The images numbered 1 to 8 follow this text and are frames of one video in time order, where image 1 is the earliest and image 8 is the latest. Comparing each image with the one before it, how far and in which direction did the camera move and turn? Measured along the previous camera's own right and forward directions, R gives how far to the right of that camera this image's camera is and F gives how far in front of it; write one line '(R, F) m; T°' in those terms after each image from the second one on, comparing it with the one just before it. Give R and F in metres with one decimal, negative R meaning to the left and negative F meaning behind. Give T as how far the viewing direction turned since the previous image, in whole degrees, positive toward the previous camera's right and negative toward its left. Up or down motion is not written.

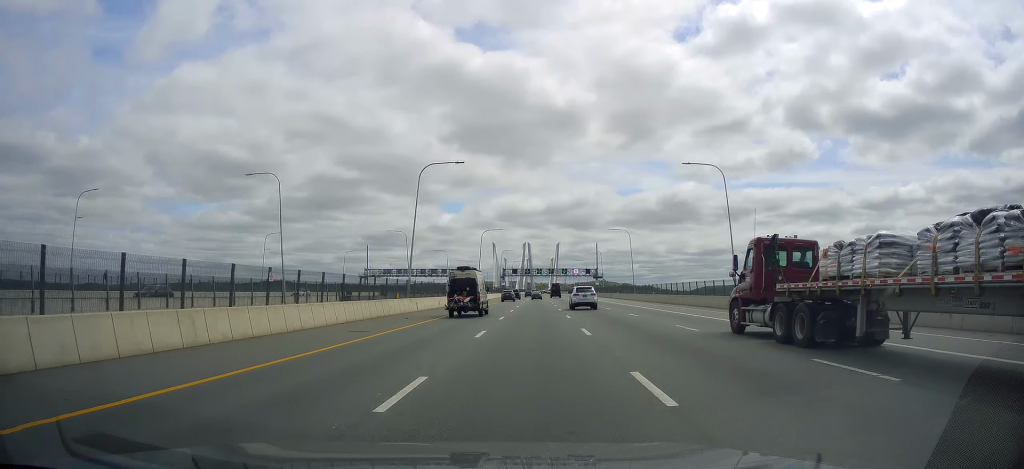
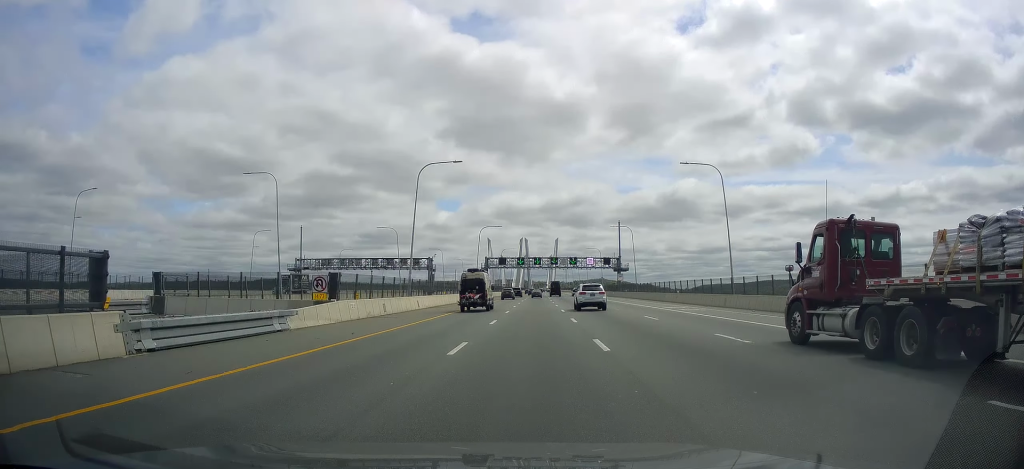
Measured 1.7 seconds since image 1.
(-0.4, +53.8) m; -1°
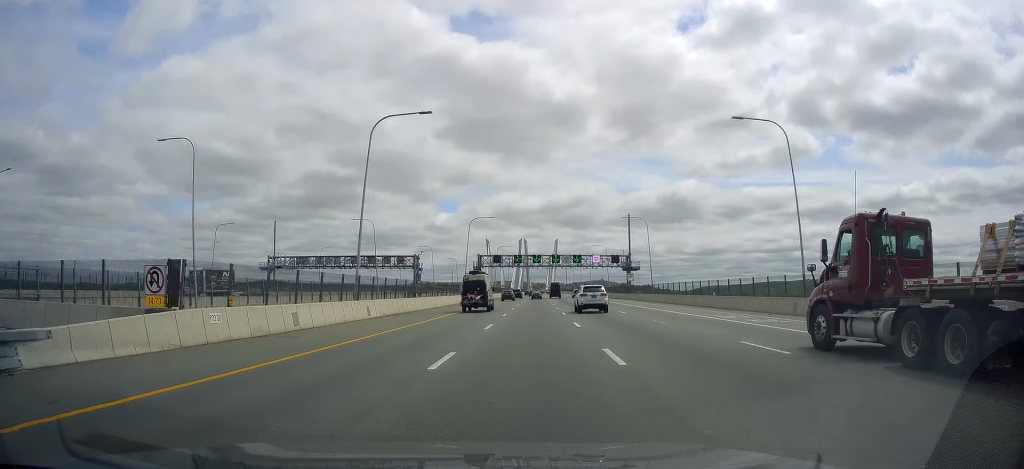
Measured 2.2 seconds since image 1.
(-0.4, +14.5) m; 0°
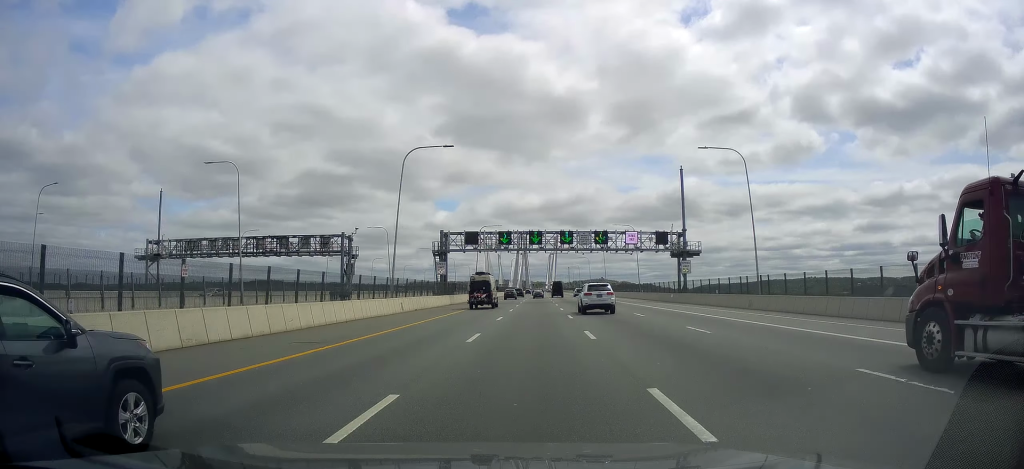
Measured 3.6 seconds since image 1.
(+0.8, +42.4) m; 0°
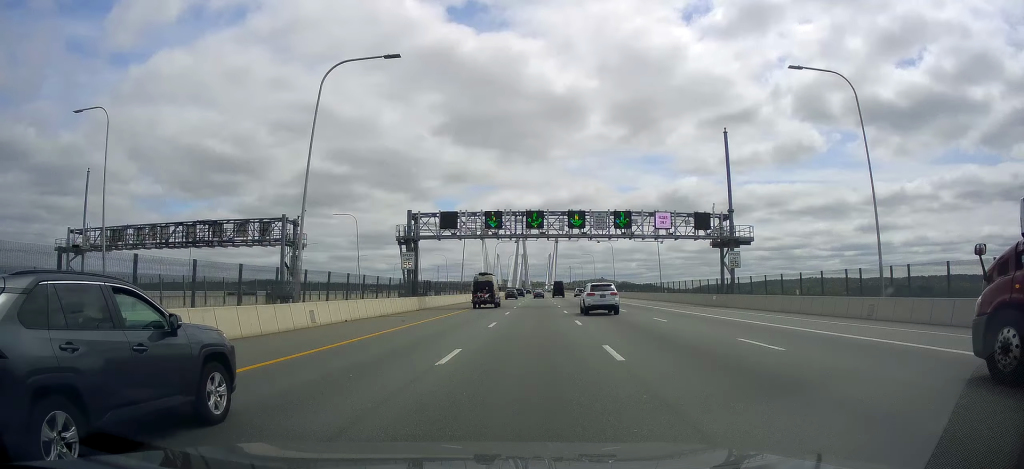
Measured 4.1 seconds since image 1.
(-0.6, +17.5) m; 0°
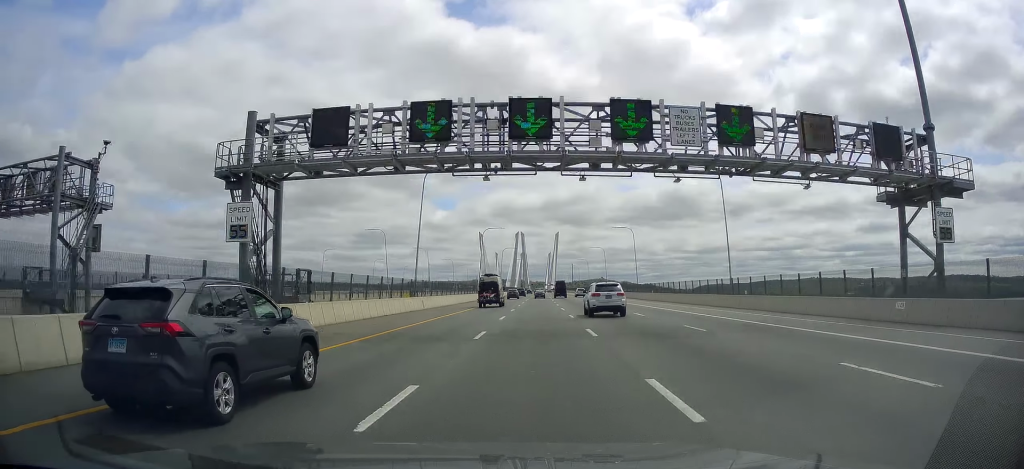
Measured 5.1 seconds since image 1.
(+0.6, +29.8) m; +1°
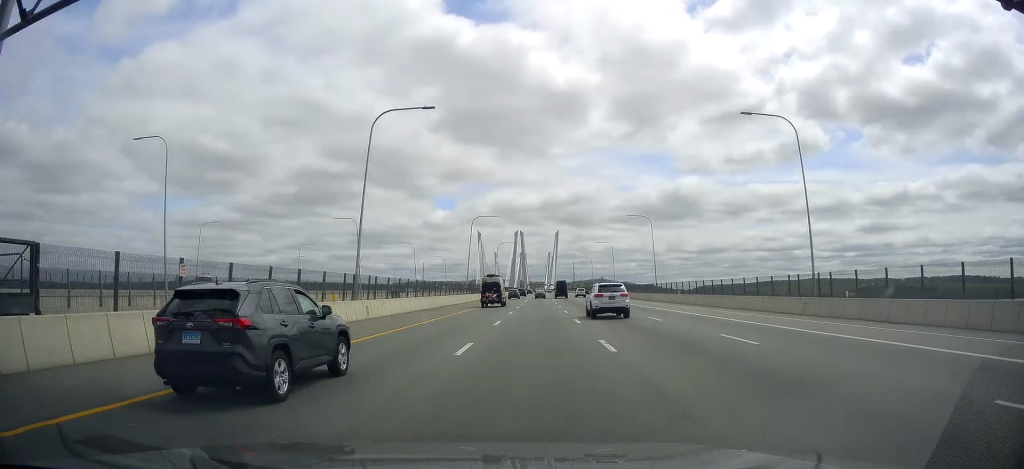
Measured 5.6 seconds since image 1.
(0.0, +16.5) m; 0°
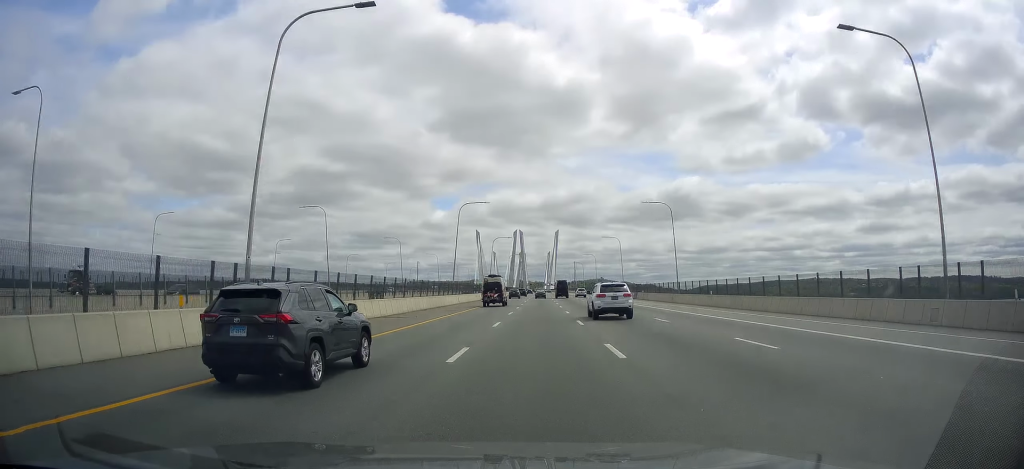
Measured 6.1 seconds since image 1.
(-0.2, +13.5) m; 0°
